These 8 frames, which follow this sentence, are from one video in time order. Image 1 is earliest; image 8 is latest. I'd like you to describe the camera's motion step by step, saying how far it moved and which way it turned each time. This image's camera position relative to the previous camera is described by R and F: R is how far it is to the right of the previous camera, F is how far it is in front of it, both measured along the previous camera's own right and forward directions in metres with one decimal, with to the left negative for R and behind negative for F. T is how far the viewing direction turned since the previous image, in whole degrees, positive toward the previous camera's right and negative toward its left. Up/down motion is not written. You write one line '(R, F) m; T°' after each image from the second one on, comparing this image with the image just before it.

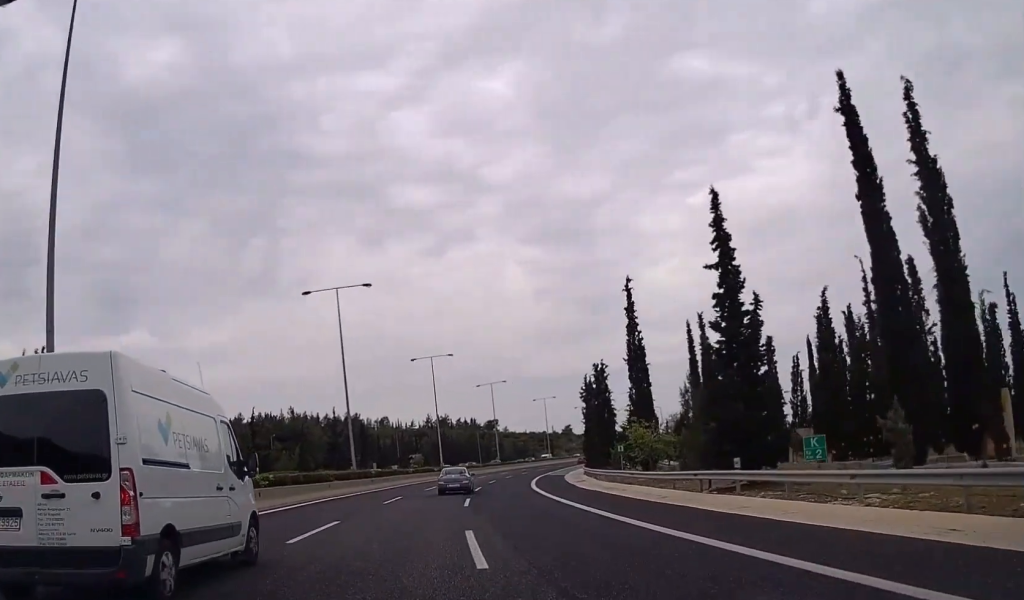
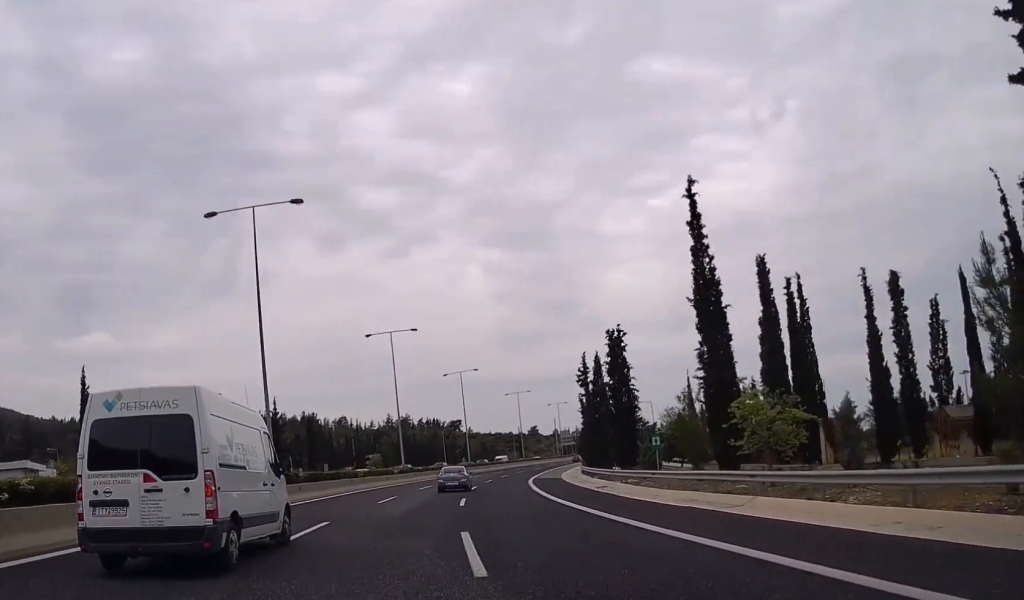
(+0.3, +18.2) m; +3°
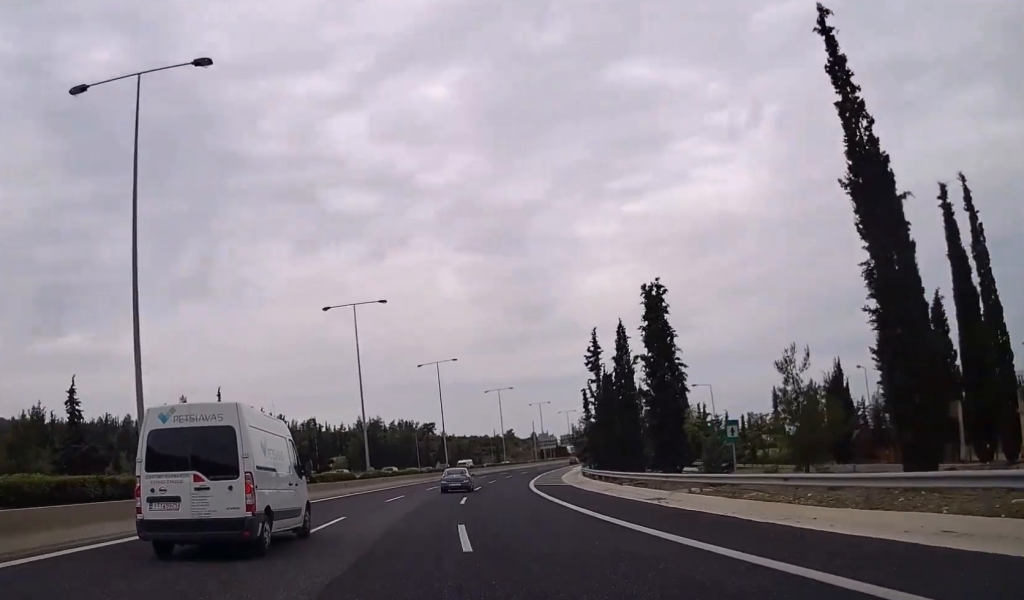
(+0.6, +14.8) m; +3°
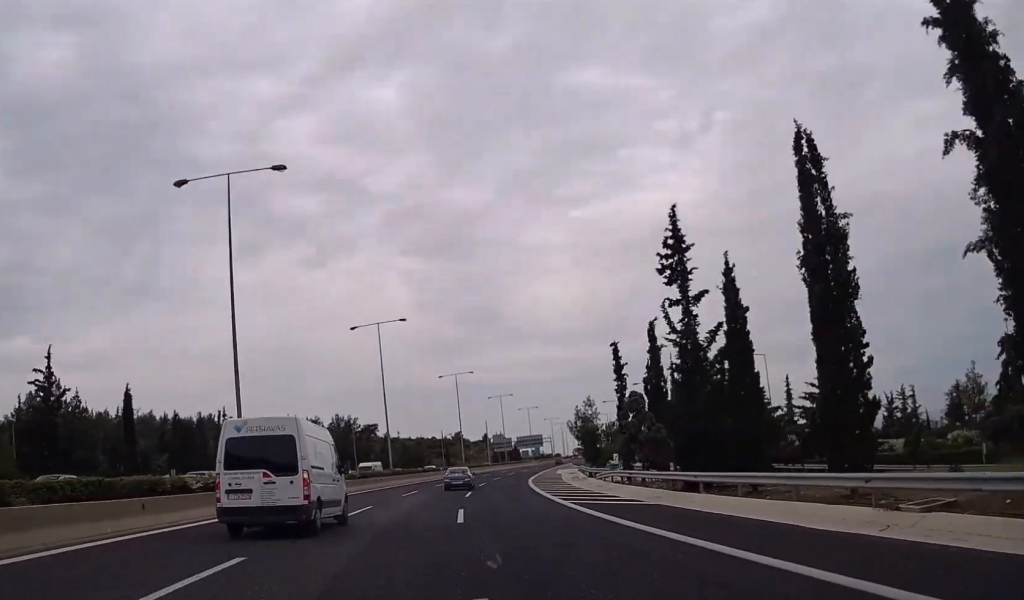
(+1.3, +29.0) m; +5°
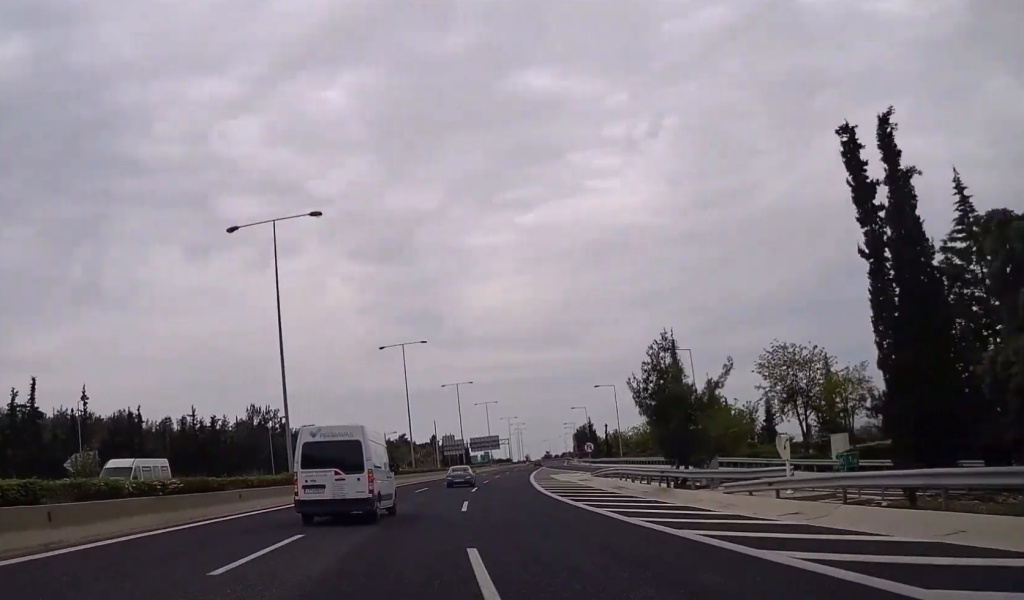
(+1.3, +31.0) m; +5°
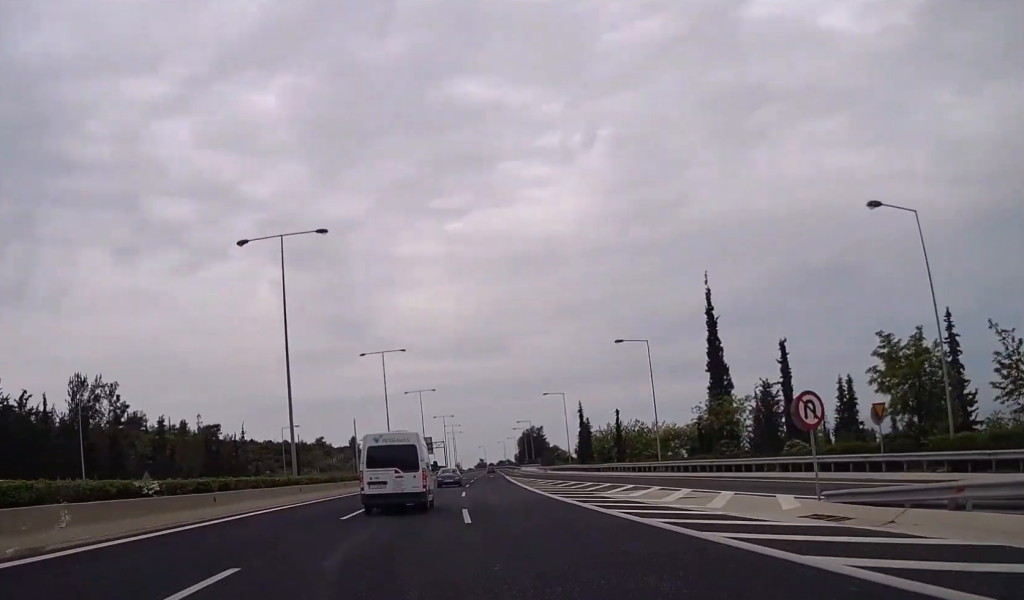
(+2.0, +41.8) m; +5°
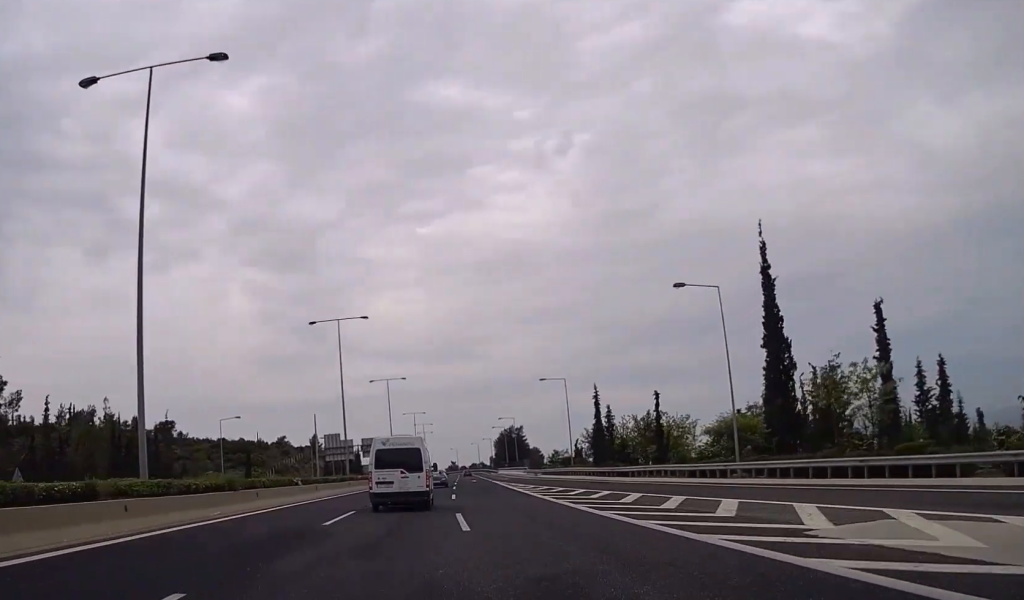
(+0.4, +19.6) m; +3°
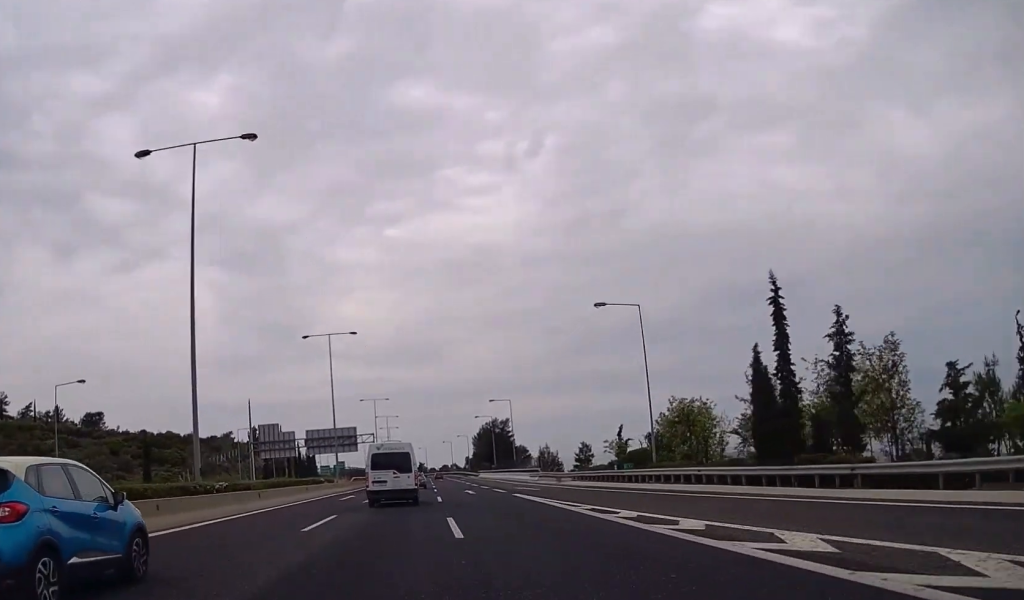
(+1.4, +38.3) m; +3°
